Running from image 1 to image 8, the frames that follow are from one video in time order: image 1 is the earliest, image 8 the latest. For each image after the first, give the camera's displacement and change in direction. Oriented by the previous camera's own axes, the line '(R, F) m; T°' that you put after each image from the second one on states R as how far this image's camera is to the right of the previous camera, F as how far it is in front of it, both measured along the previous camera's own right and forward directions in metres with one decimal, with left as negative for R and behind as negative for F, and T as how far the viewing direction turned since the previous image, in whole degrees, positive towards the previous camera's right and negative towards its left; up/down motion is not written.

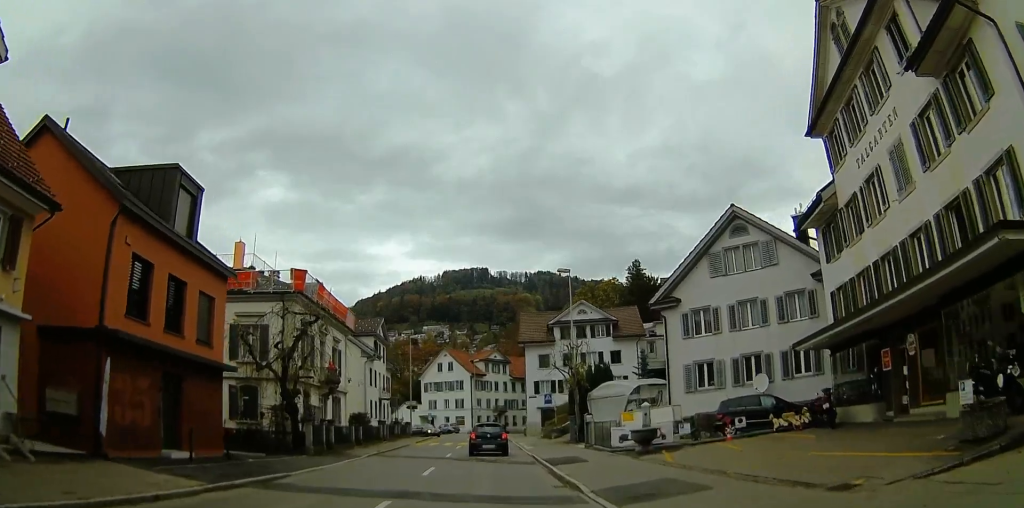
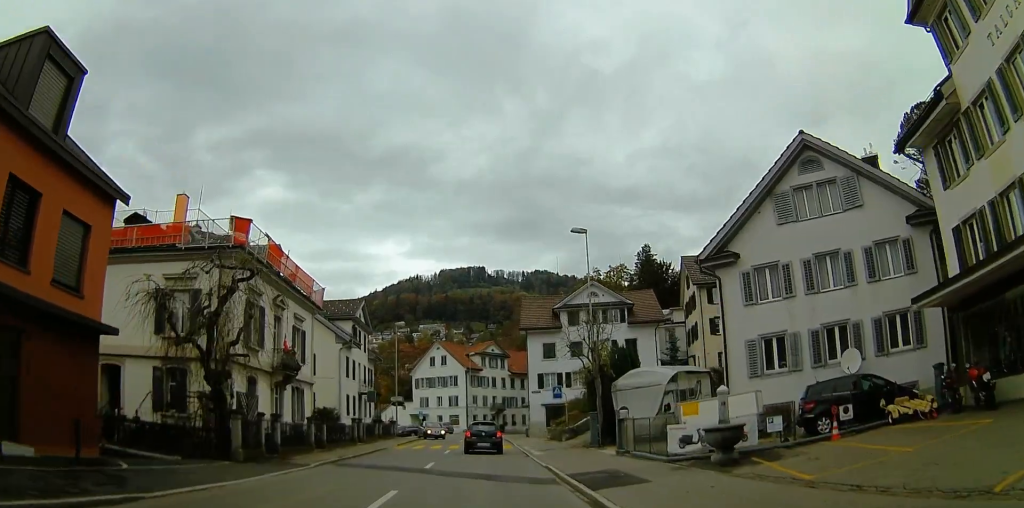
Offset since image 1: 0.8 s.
(-0.4, +7.2) m; -3°
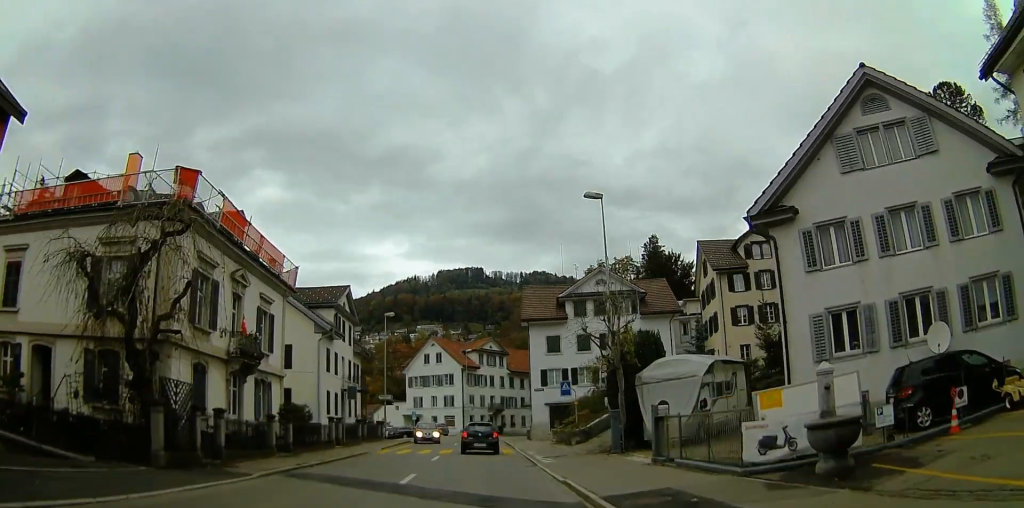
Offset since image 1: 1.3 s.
(-0.7, +4.6) m; 0°
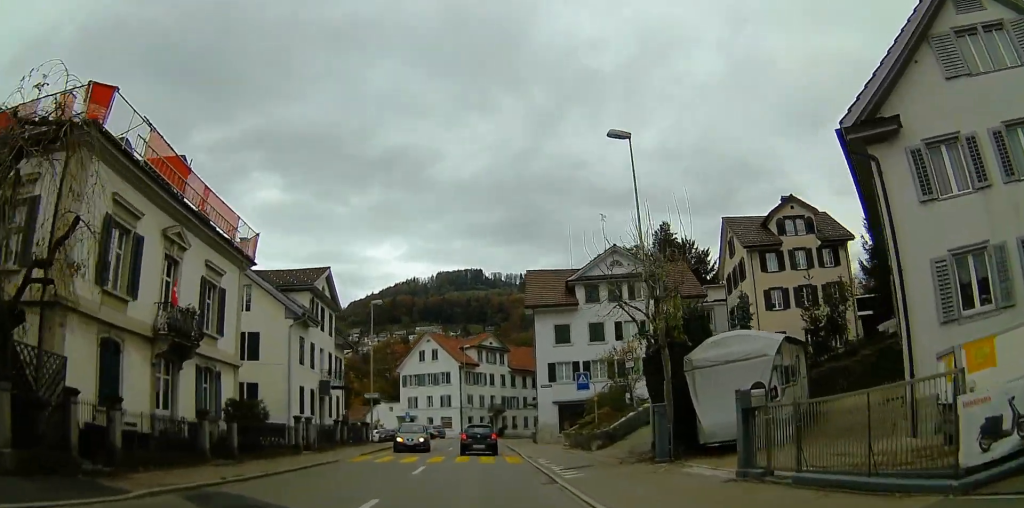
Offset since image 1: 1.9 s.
(+0.5, +5.5) m; +4°
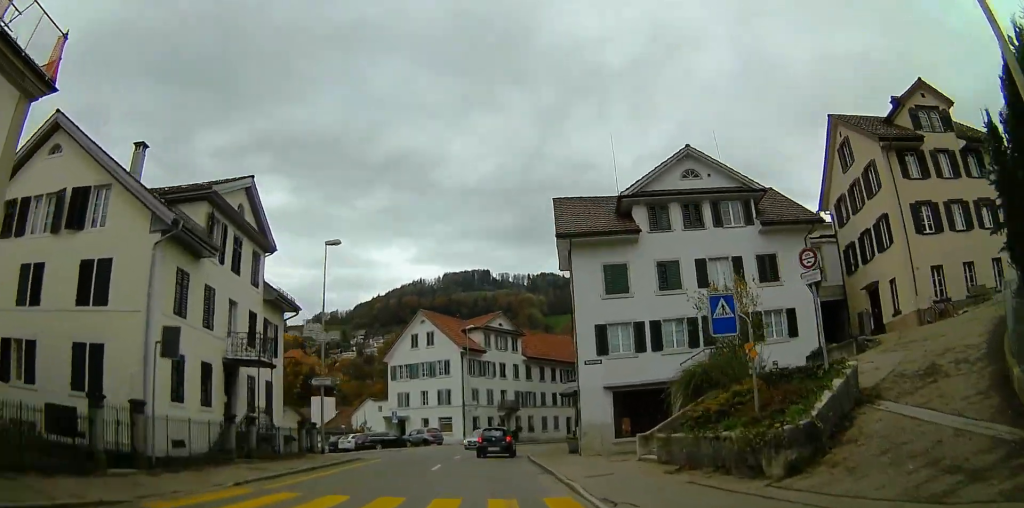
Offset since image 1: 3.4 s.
(+1.3, +14.8) m; +5°
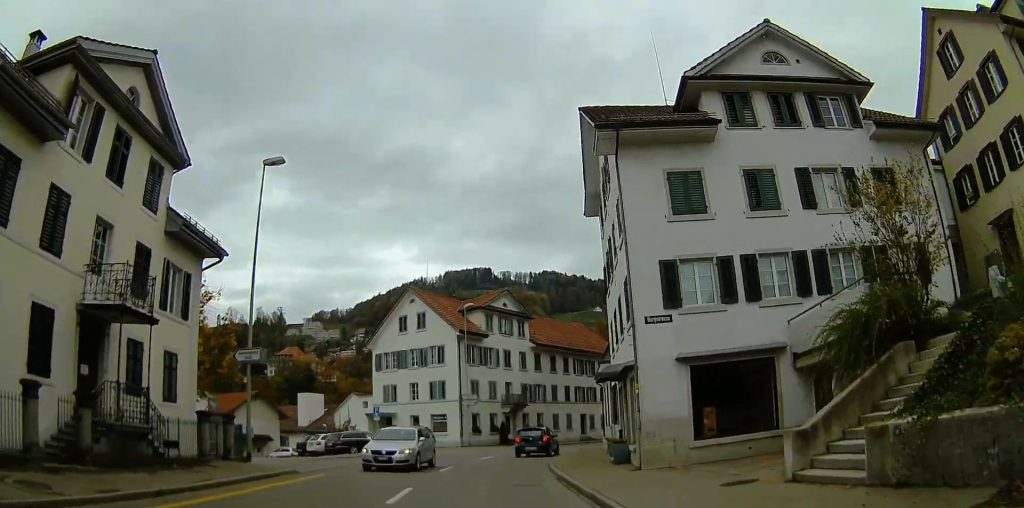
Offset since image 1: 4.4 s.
(0.0, +9.2) m; 0°
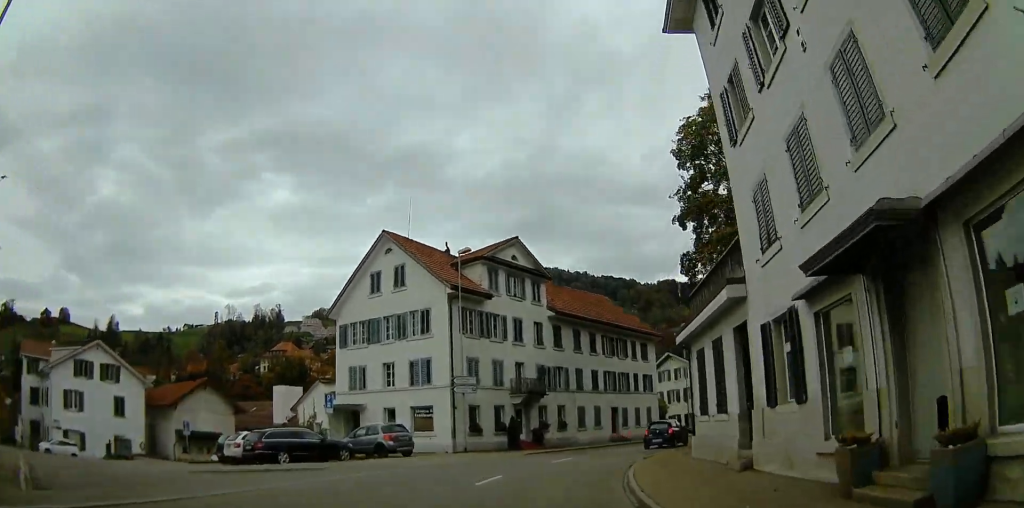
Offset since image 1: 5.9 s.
(-0.3, +14.0) m; -3°
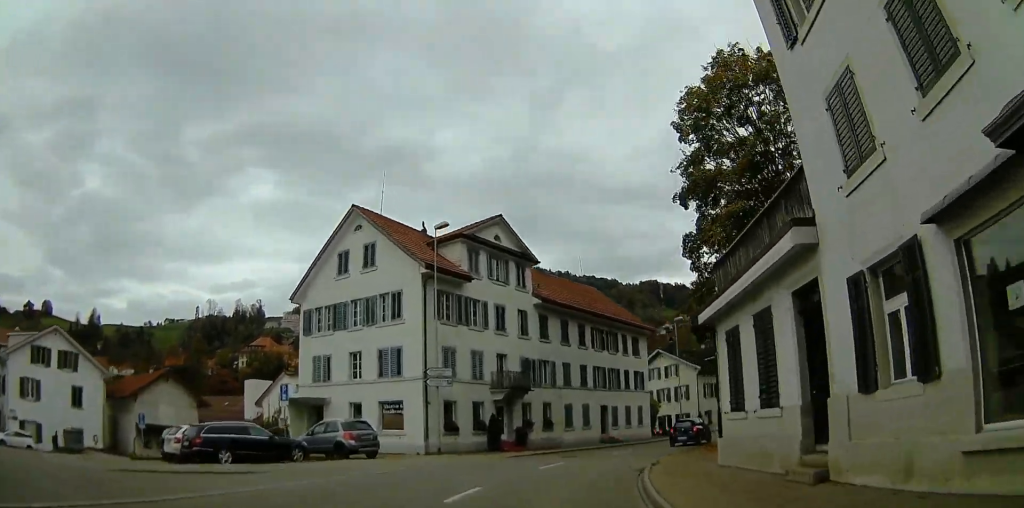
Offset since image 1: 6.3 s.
(-0.1, +4.0) m; -1°
